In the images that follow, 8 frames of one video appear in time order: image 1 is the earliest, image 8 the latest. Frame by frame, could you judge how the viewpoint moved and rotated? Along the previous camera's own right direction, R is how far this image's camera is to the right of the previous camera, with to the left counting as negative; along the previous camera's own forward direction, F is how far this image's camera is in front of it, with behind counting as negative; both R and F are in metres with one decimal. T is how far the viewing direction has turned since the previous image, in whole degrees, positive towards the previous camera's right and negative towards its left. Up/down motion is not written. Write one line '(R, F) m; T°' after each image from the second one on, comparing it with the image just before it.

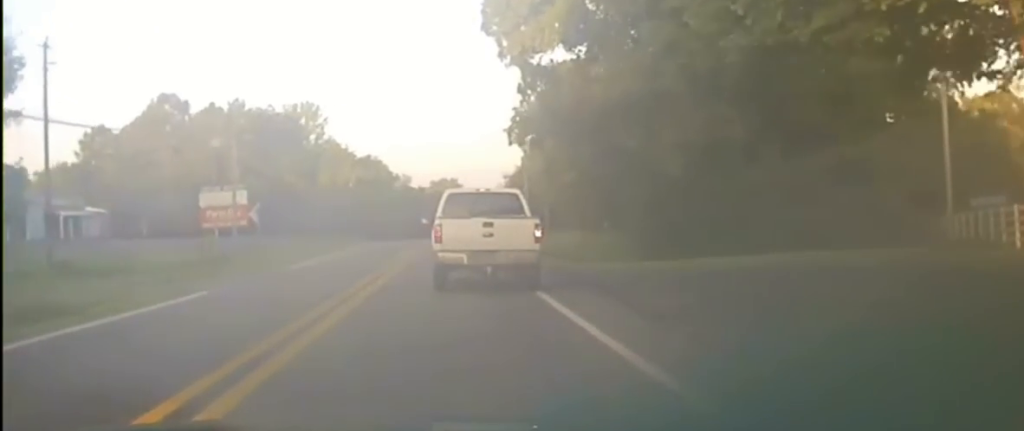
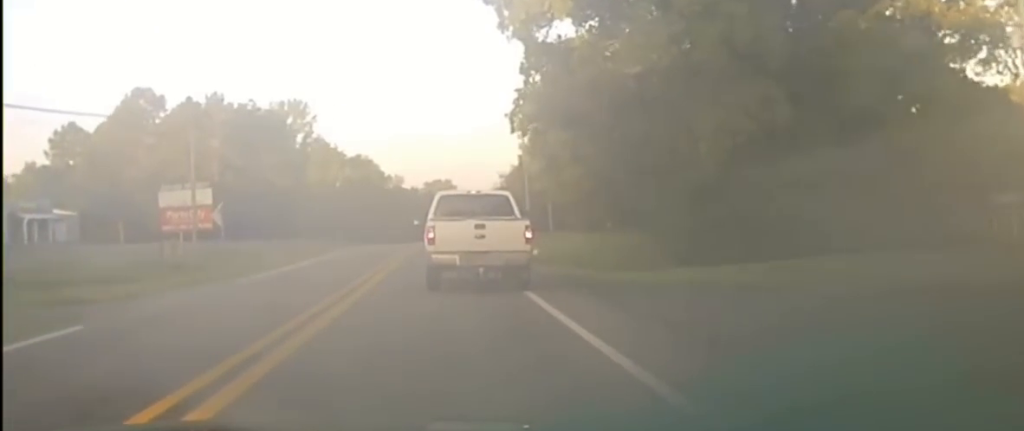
(0.0, +7.1) m; 0°
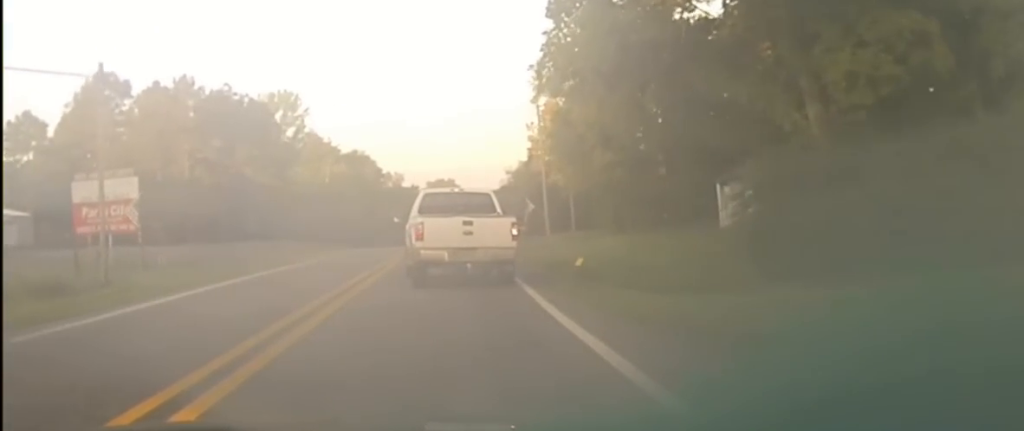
(-0.1, +11.3) m; +1°
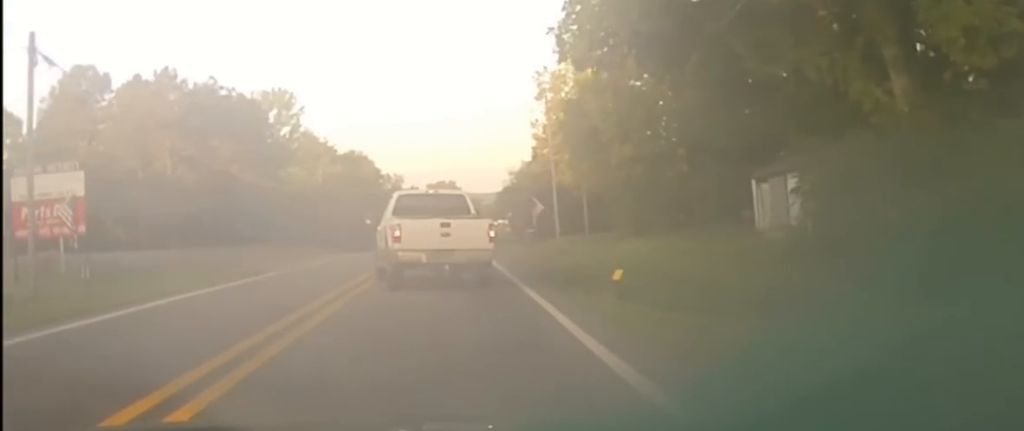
(+0.1, +4.3) m; 0°
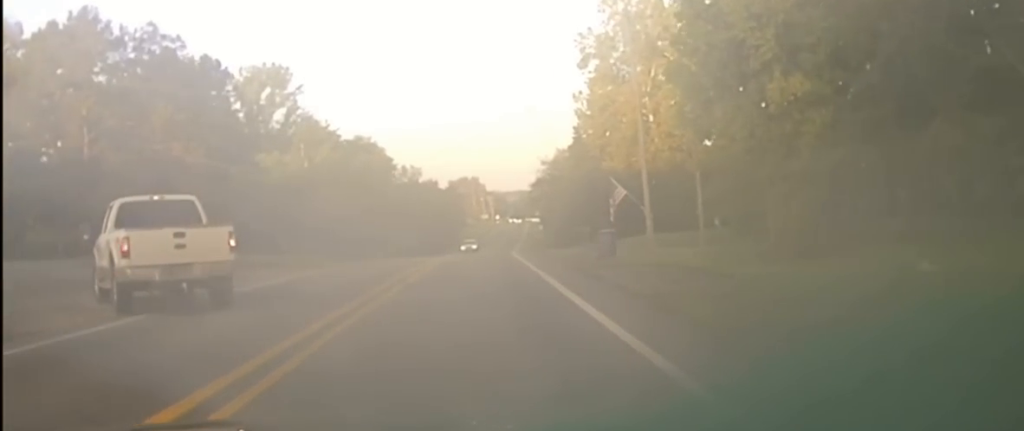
(-0.8, +18.9) m; -5°
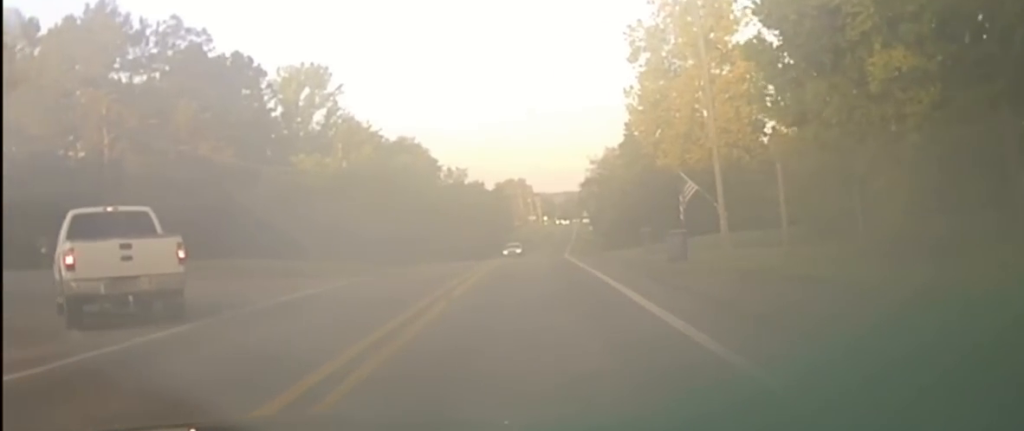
(-0.1, +5.1) m; -2°
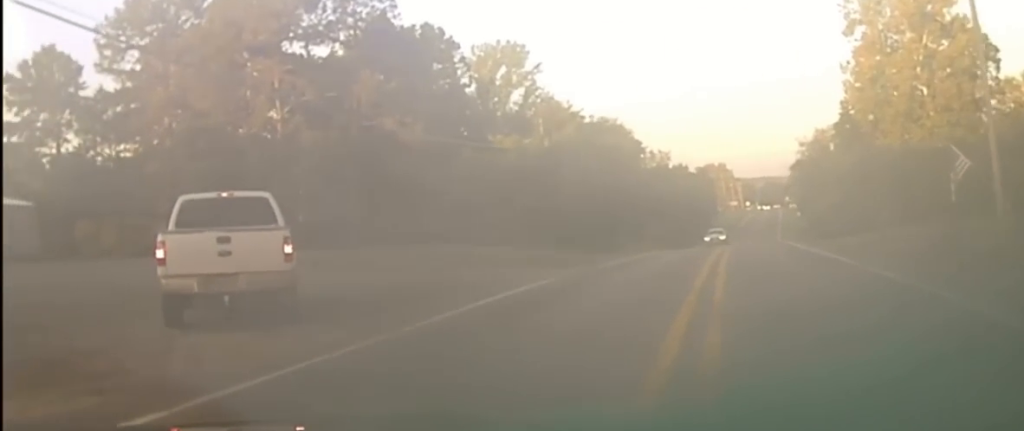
(-0.2, +6.4) m; -8°
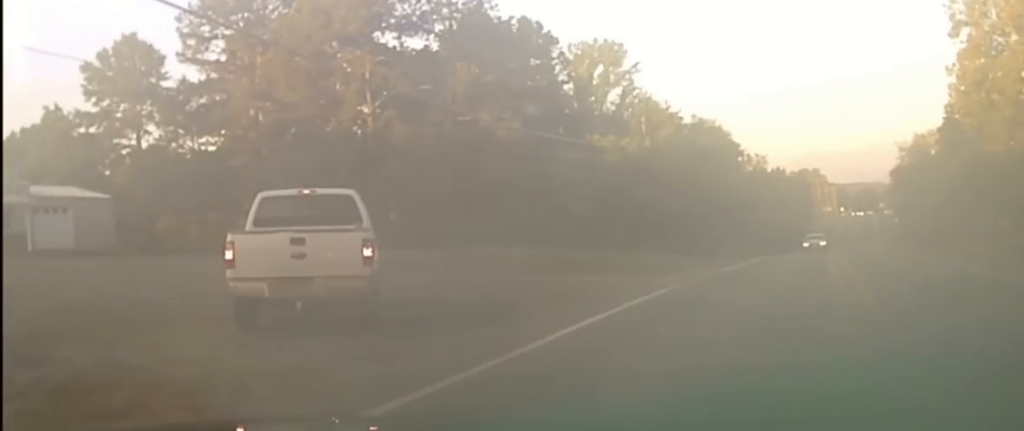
(+0.2, +3.0) m; -5°
